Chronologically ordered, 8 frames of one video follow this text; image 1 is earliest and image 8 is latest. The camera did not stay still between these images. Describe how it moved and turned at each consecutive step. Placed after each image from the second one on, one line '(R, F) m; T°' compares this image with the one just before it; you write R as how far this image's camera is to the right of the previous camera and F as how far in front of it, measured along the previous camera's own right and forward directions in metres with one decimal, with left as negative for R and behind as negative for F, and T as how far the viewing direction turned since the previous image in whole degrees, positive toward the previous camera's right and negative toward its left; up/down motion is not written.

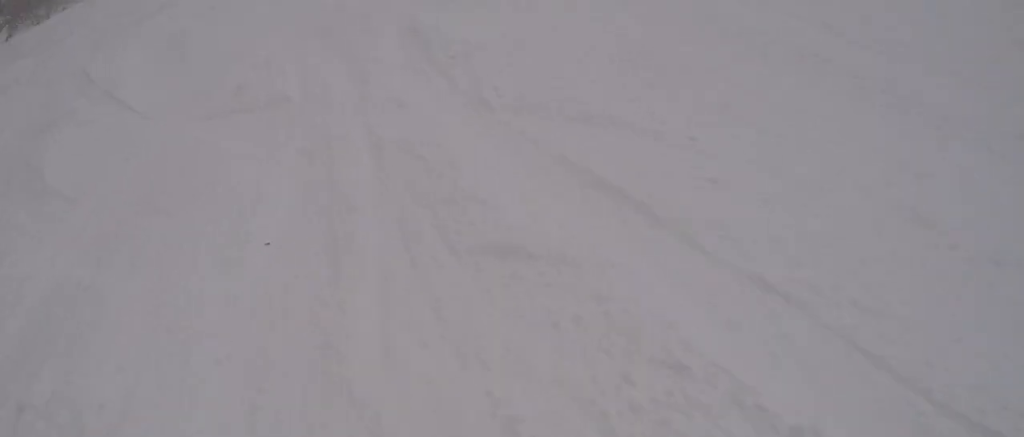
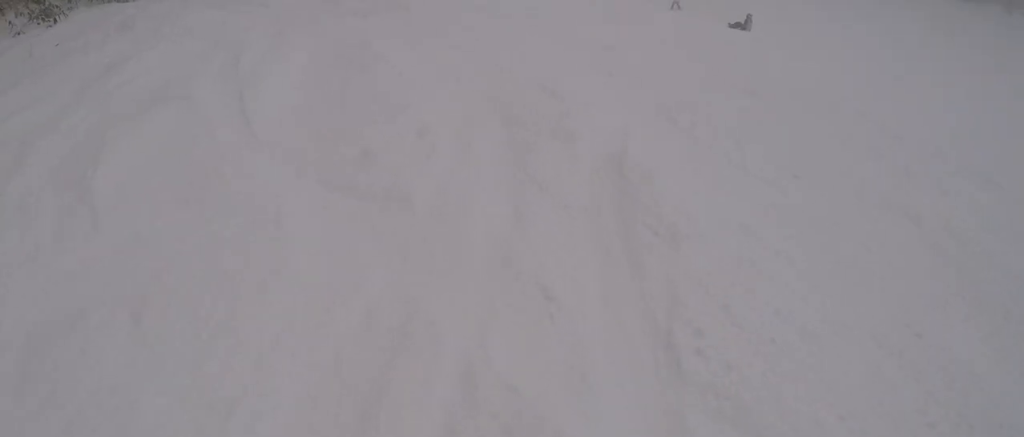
(0.0, +1.8) m; +1°
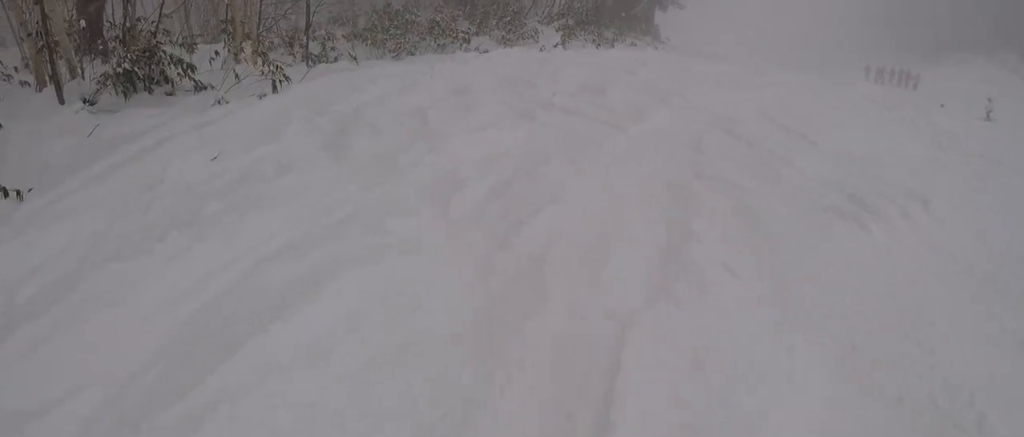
(+0.2, +5.3) m; +3°
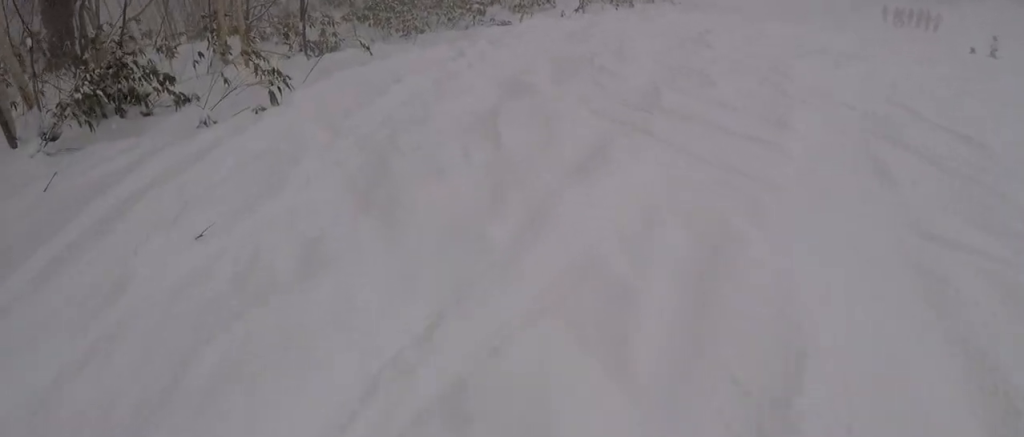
(0.0, +1.7) m; -2°
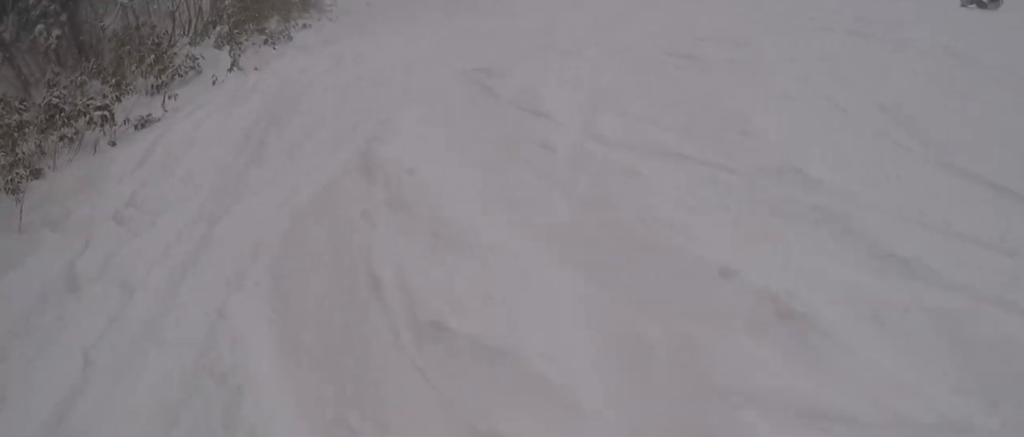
(-0.2, +4.1) m; -2°
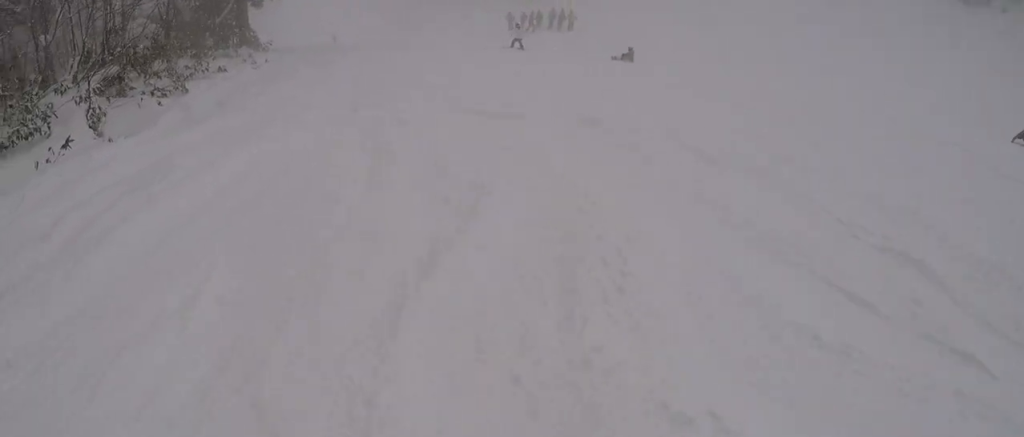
(+0.1, +5.2) m; +8°
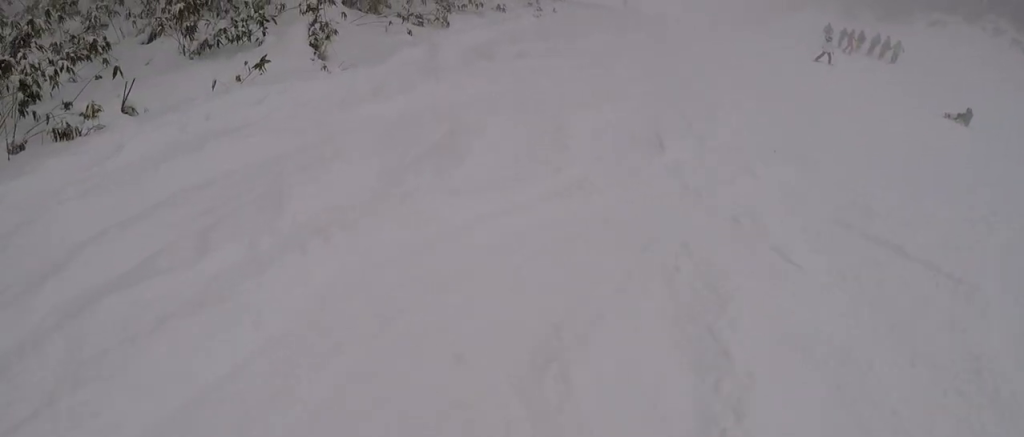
(+0.4, +4.4) m; +5°
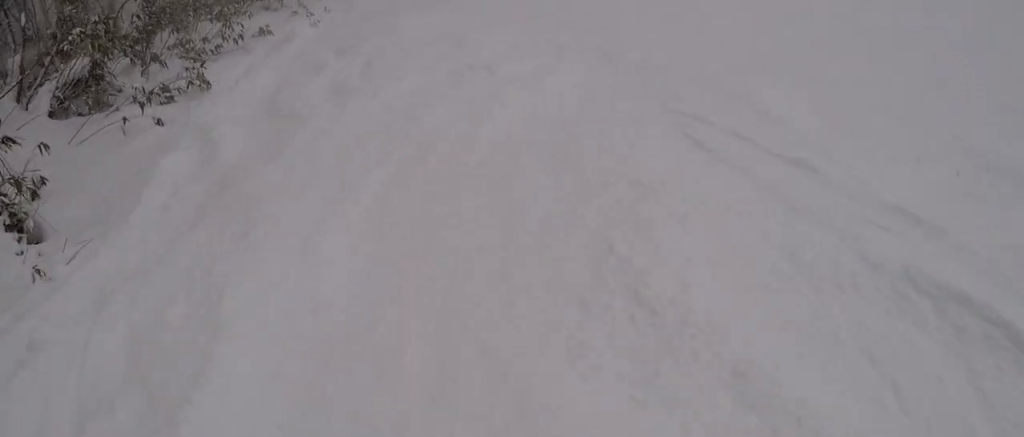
(0.0, +4.7) m; -2°
